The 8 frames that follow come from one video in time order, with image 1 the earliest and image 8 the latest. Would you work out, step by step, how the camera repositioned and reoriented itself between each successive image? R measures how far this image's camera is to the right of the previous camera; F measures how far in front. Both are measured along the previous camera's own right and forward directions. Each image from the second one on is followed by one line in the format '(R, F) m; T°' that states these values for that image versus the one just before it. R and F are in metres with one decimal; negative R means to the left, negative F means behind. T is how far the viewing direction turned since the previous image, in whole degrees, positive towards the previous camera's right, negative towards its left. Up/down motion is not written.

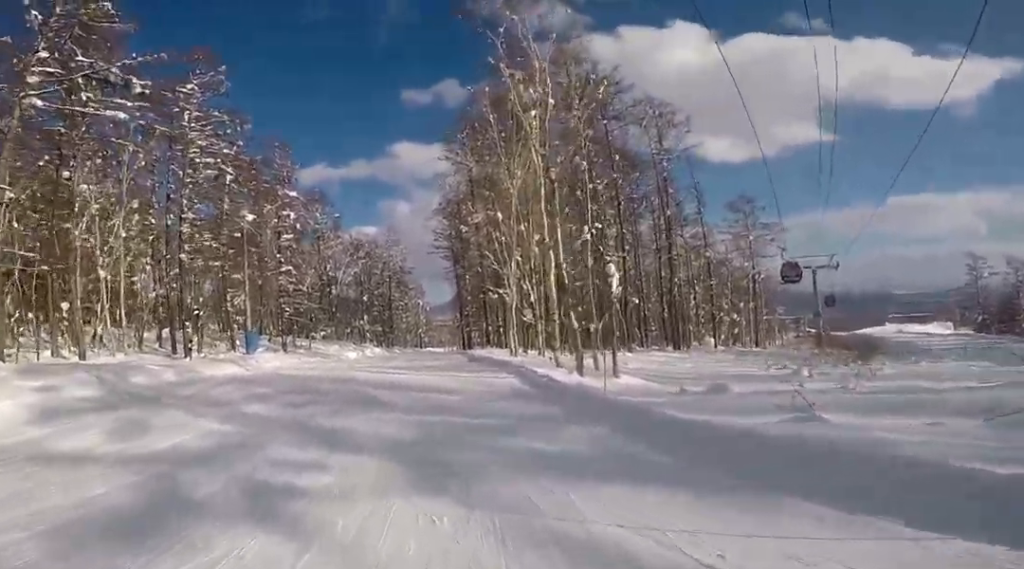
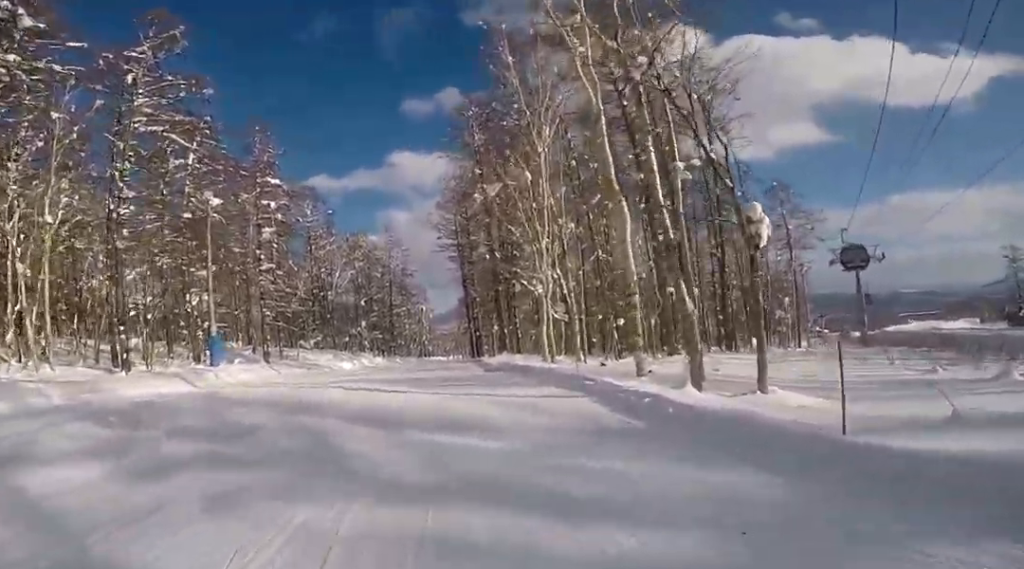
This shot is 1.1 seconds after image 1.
(0.0, +6.5) m; 0°
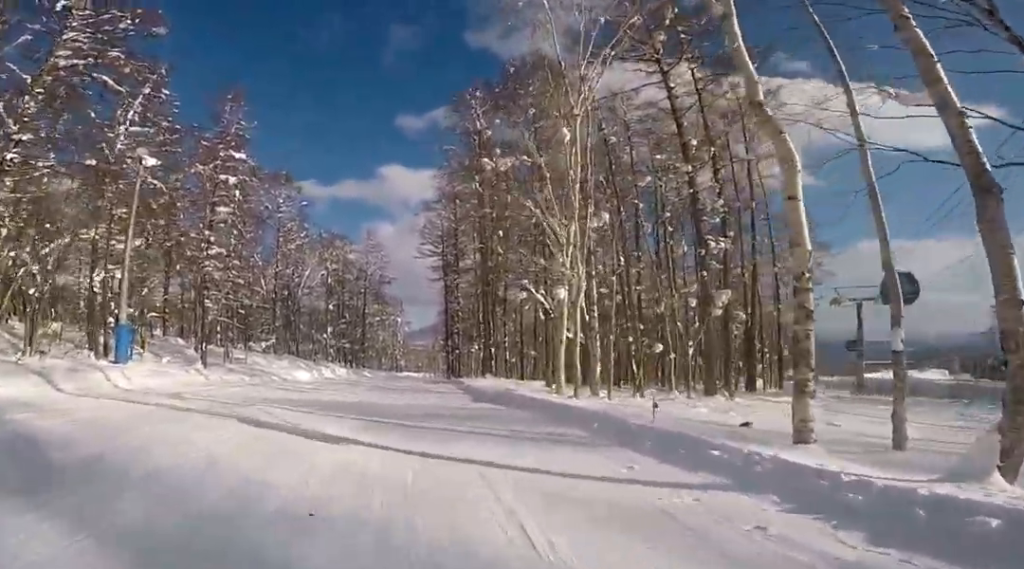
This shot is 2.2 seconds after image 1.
(0.0, +5.8) m; 0°
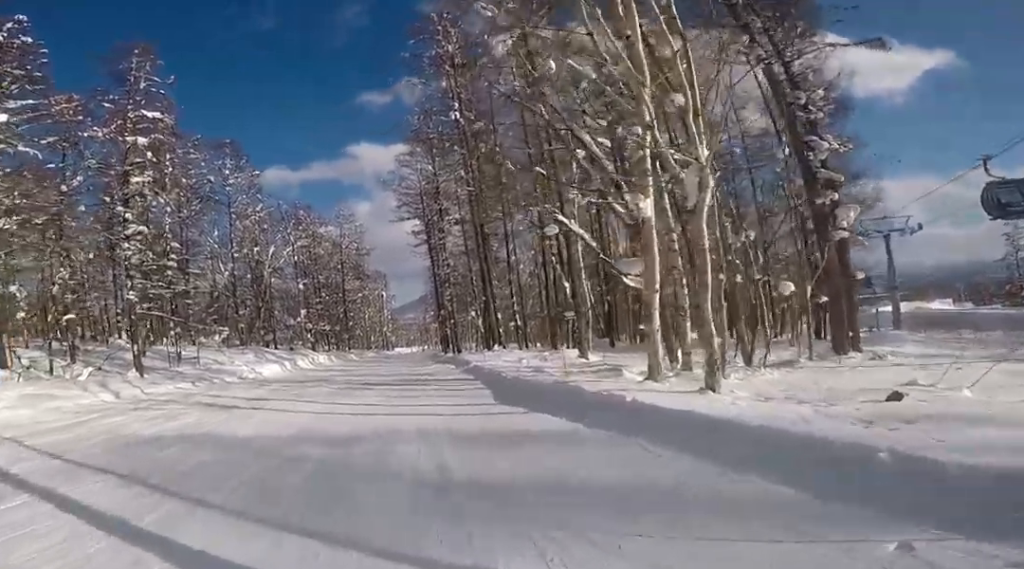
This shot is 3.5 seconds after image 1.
(0.0, +7.1) m; 0°
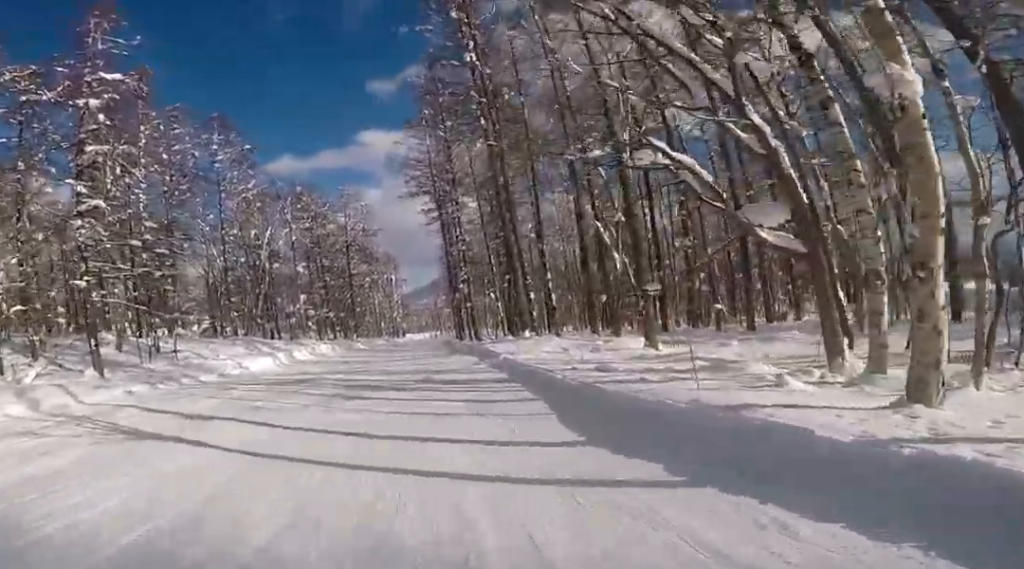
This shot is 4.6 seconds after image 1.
(0.0, +5.3) m; -16°
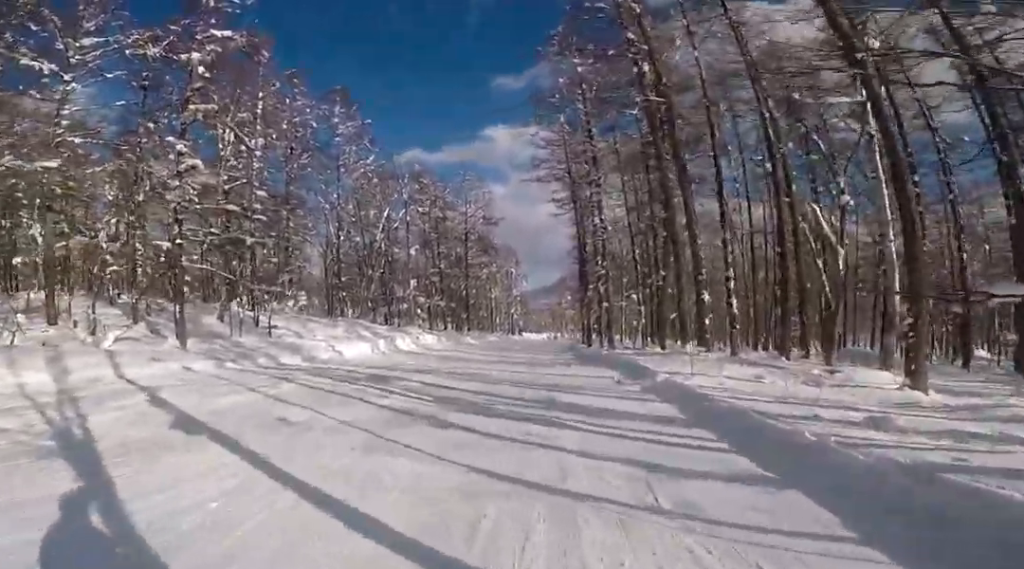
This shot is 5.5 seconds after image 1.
(-1.3, +4.5) m; -3°
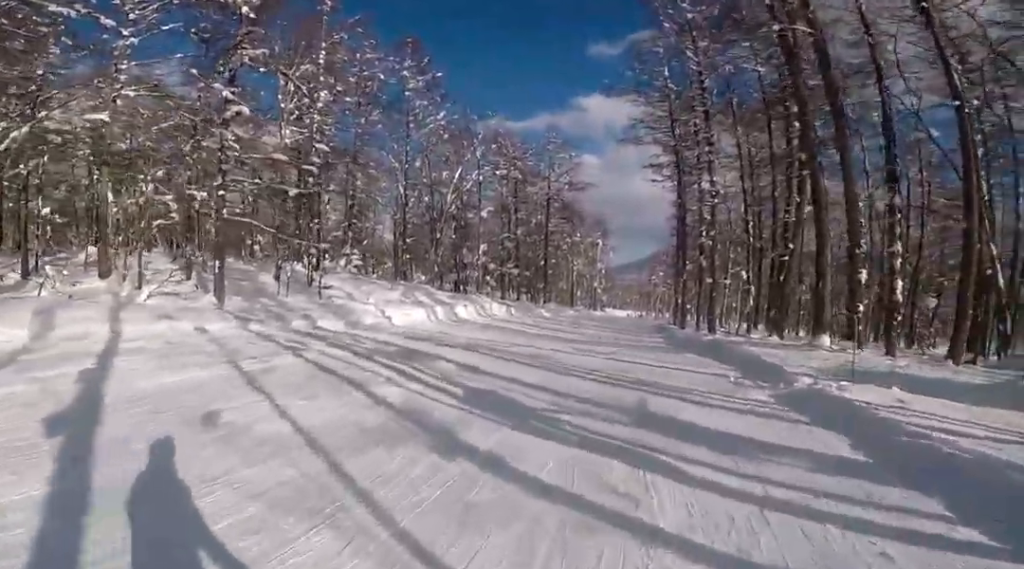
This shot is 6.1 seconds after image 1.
(+0.6, +2.9) m; +9°
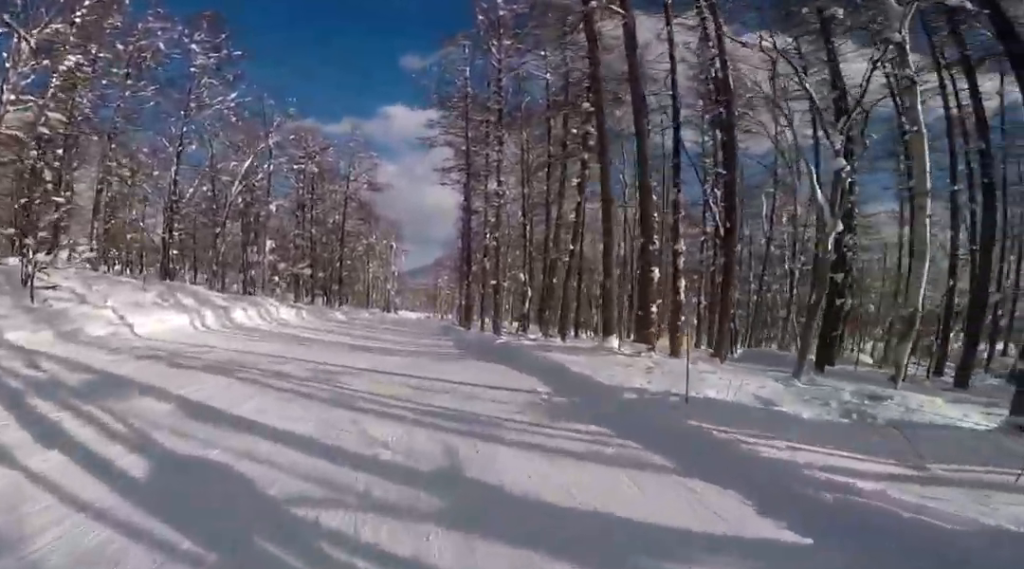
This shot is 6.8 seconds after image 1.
(+0.4, +3.1) m; +8°
